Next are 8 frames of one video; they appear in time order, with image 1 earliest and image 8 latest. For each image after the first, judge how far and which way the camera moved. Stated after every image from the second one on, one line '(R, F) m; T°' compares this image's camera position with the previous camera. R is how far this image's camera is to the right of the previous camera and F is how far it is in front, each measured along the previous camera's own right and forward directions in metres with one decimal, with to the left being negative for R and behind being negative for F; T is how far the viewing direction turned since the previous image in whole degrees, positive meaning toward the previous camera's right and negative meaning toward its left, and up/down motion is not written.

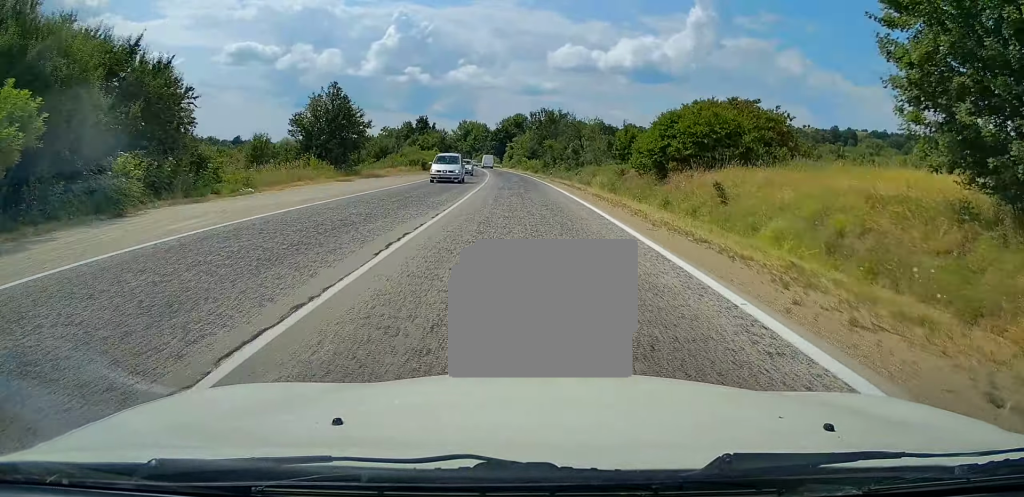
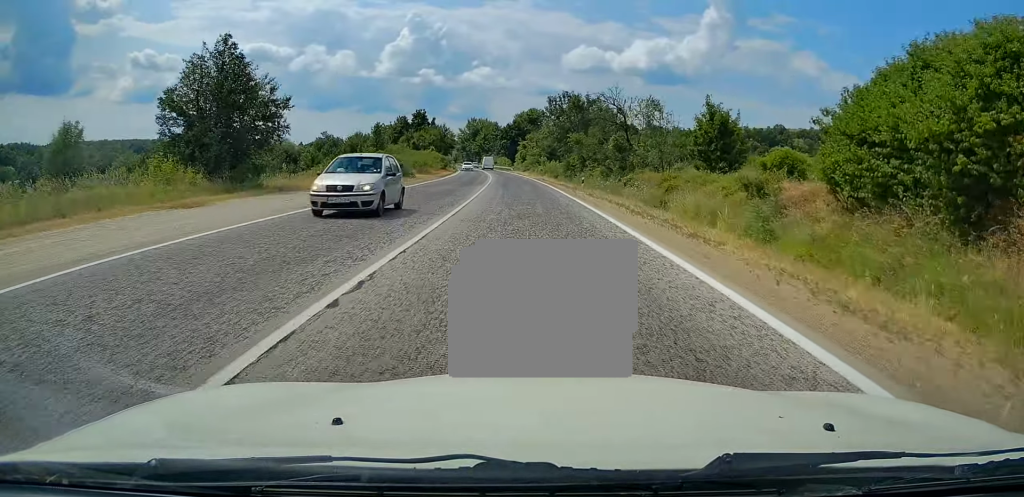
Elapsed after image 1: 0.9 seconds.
(-0.4, +20.9) m; -1°
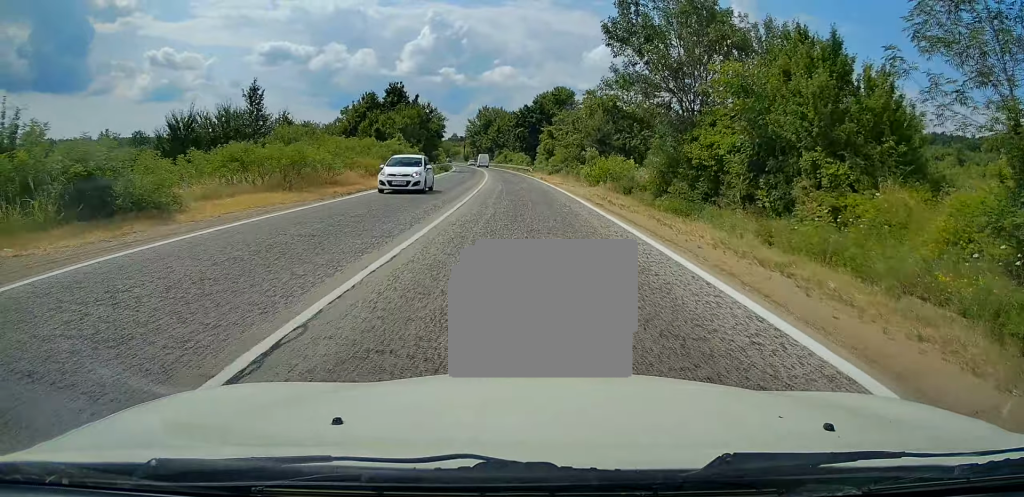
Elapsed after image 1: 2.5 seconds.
(-0.4, +38.0) m; -1°
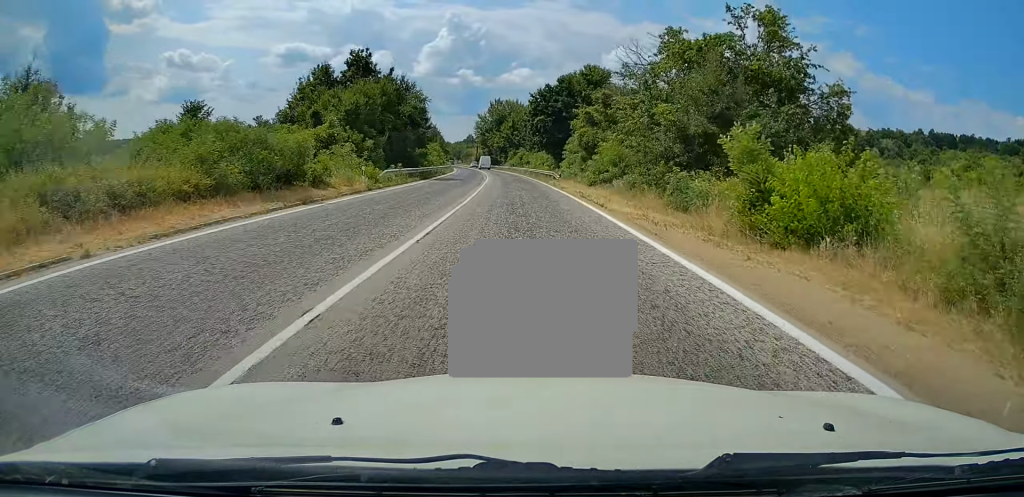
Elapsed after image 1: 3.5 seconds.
(-0.2, +25.2) m; -2°
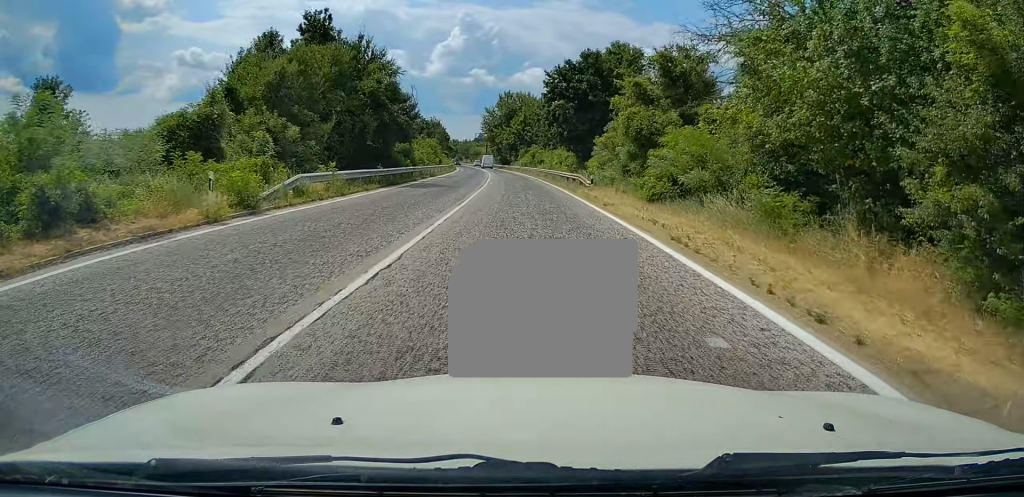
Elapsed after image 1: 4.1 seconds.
(-0.2, +14.7) m; -1°
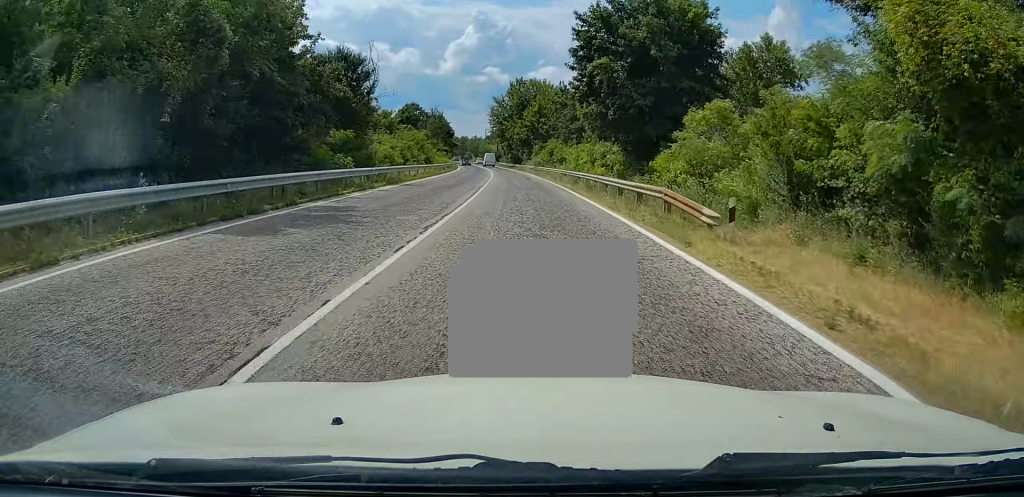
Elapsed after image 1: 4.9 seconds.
(-0.5, +18.9) m; -2°
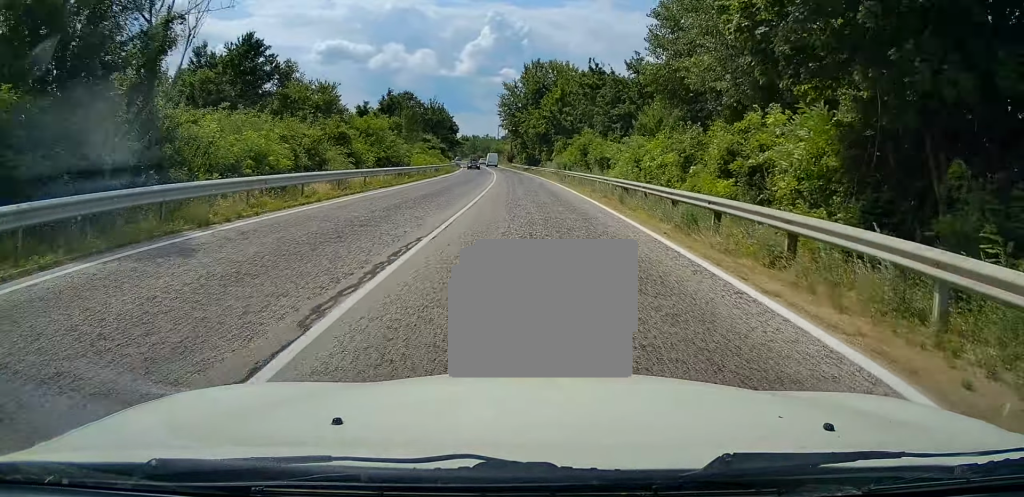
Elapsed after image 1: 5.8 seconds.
(-0.1, +22.2) m; 0°
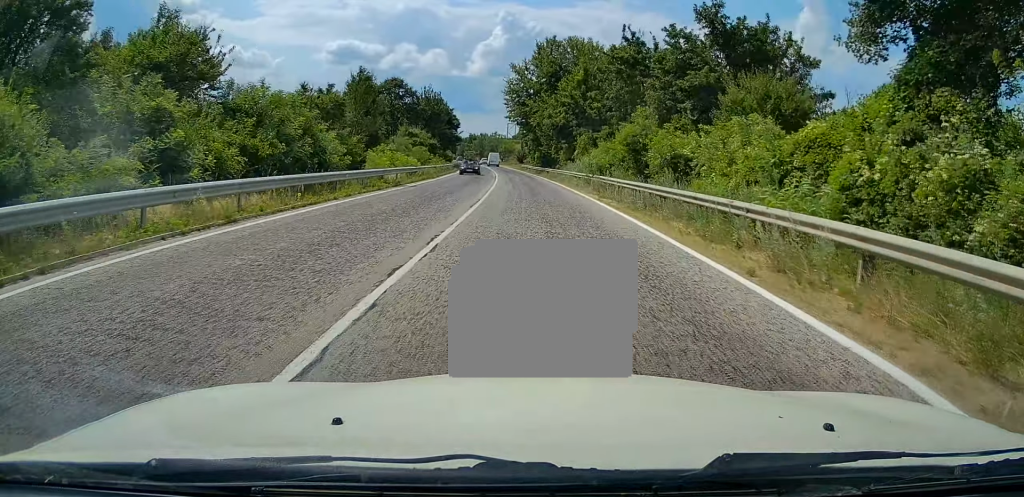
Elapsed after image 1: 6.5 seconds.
(0.0, +17.2) m; -1°
